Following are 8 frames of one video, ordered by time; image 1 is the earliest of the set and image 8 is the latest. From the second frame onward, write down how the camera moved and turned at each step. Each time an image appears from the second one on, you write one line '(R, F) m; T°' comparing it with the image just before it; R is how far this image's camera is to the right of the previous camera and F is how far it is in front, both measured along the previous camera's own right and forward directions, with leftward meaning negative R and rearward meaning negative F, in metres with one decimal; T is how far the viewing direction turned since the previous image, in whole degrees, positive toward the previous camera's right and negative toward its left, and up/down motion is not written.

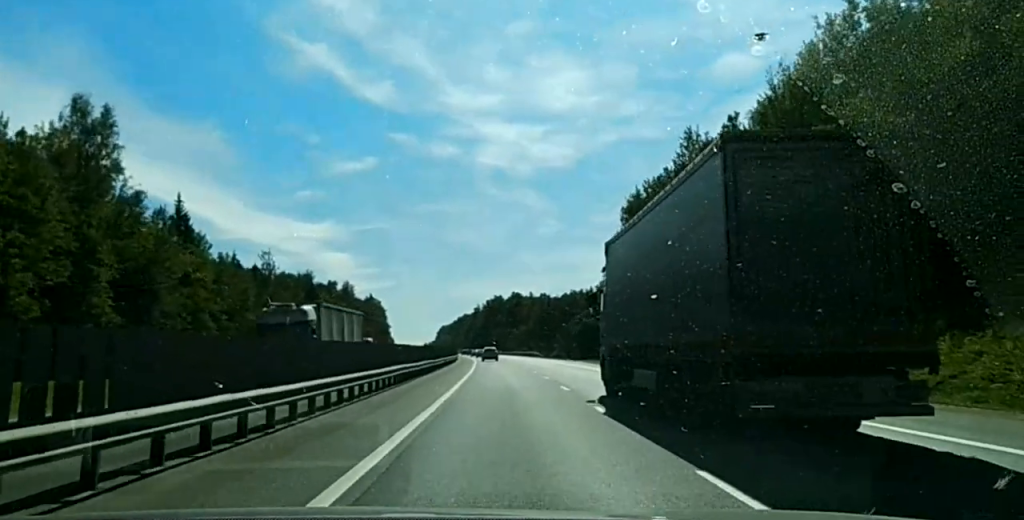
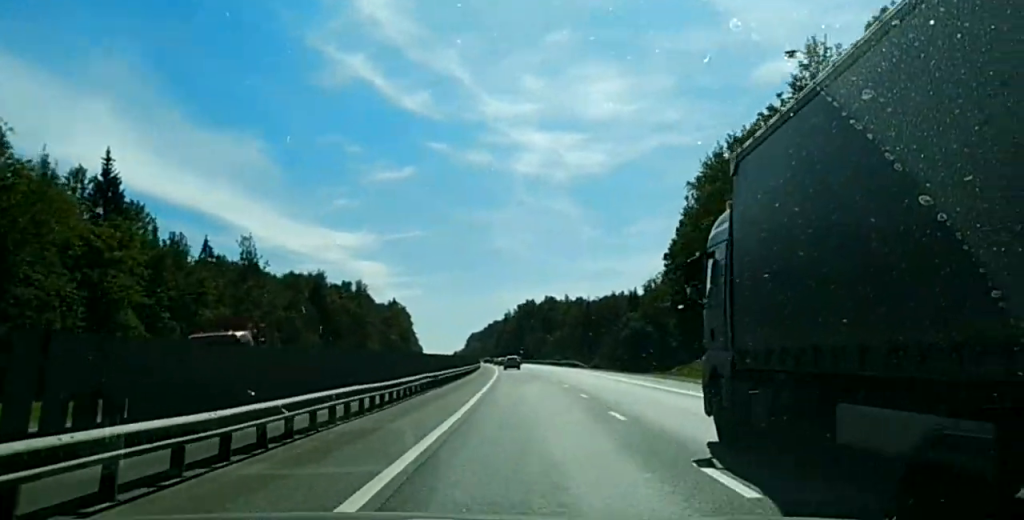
(-0.1, +32.6) m; 0°
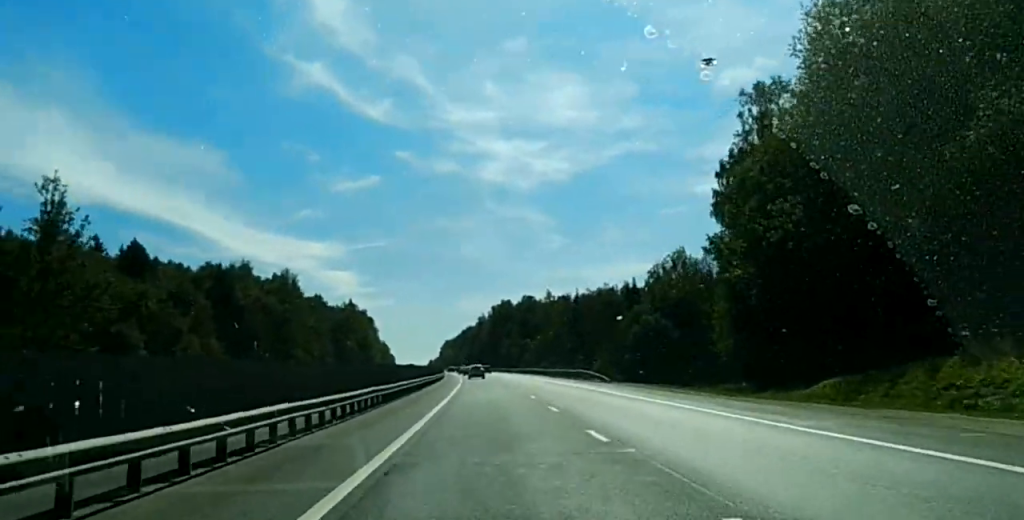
(+0.2, +50.8) m; 0°
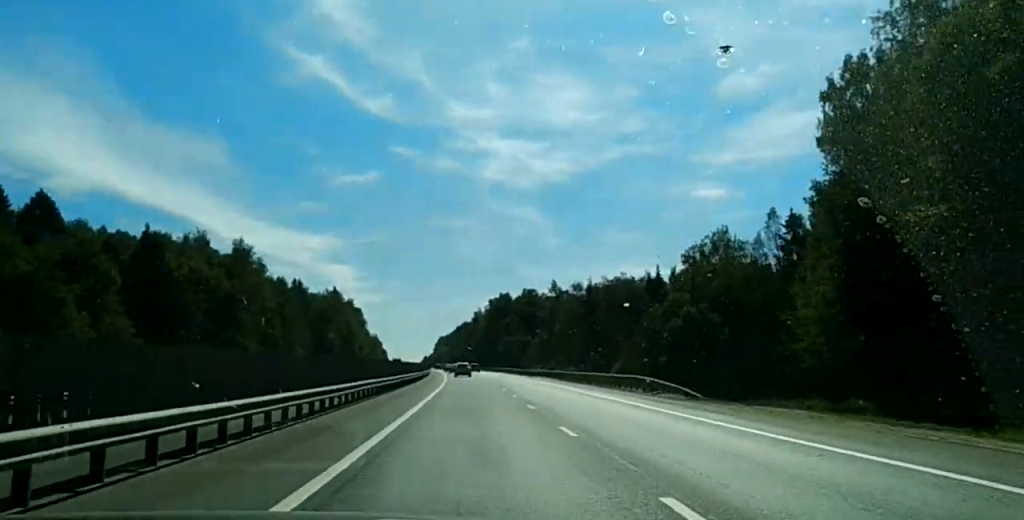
(-0.1, +33.0) m; -1°
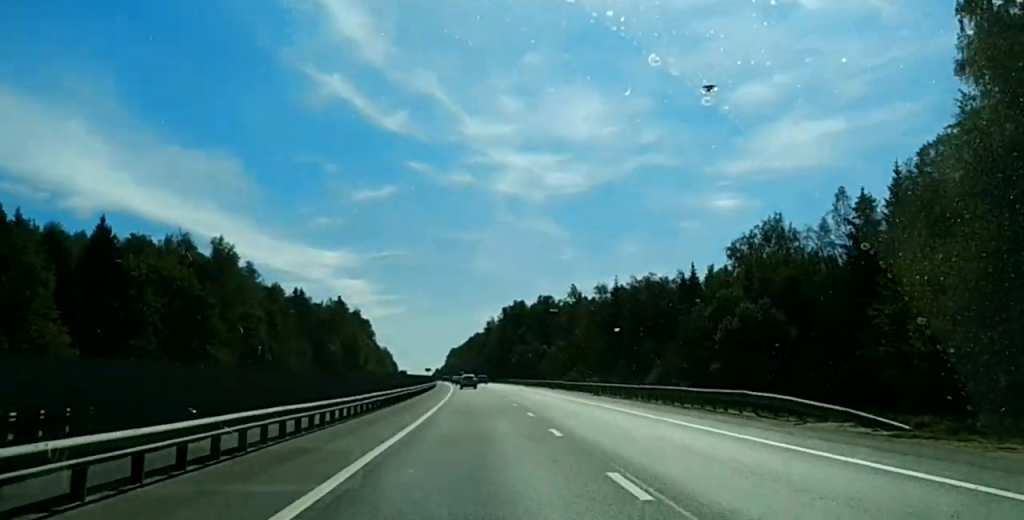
(0.0, +19.6) m; -1°
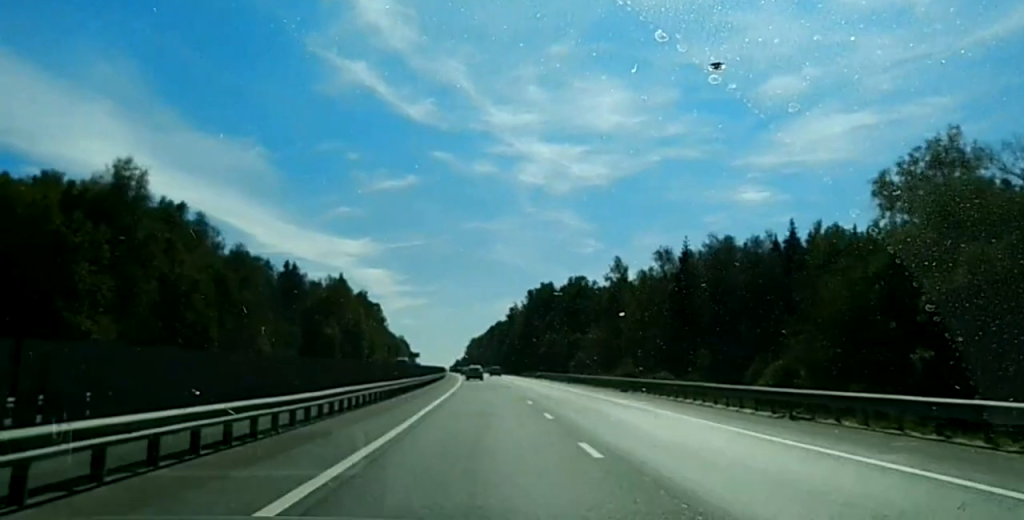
(-0.8, +42.3) m; -2°
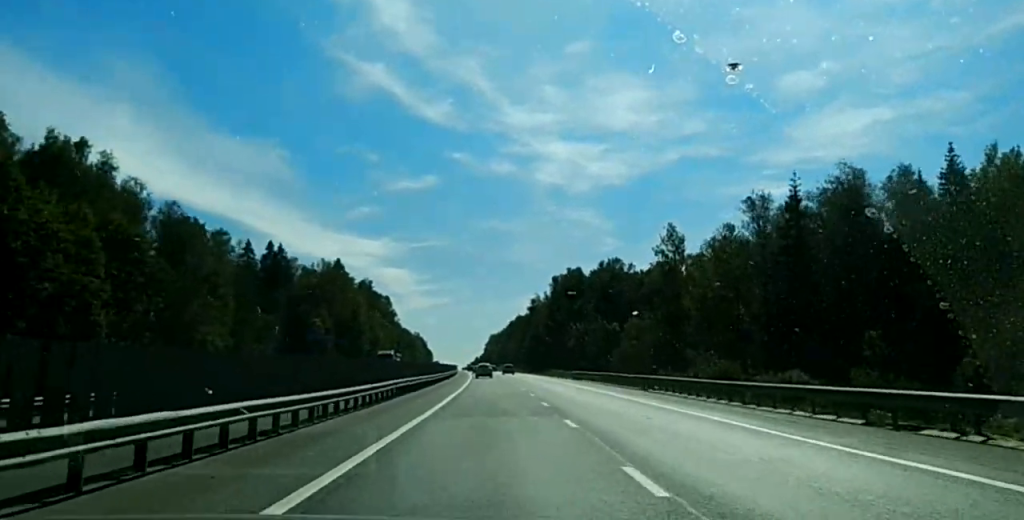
(-0.8, +39.3) m; -1°
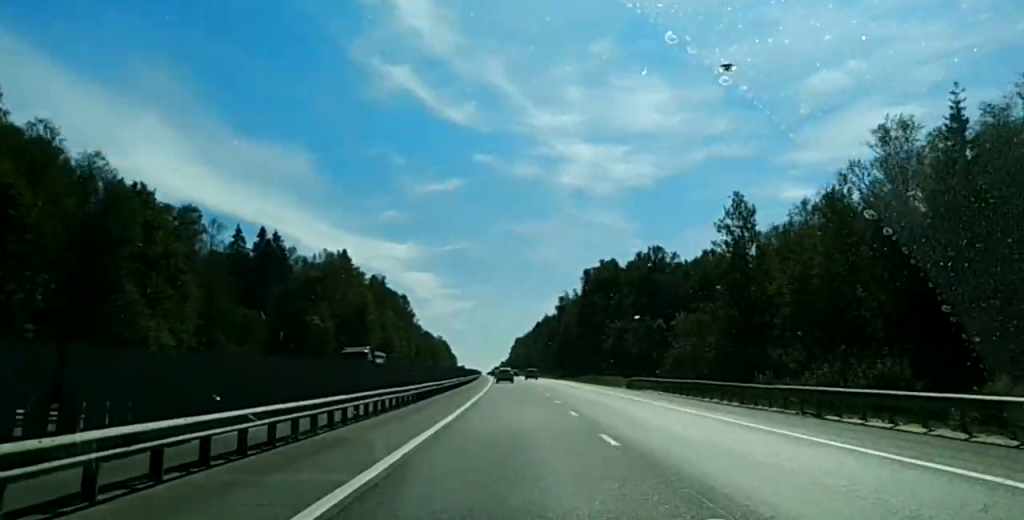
(+0.2, +27.3) m; 0°
